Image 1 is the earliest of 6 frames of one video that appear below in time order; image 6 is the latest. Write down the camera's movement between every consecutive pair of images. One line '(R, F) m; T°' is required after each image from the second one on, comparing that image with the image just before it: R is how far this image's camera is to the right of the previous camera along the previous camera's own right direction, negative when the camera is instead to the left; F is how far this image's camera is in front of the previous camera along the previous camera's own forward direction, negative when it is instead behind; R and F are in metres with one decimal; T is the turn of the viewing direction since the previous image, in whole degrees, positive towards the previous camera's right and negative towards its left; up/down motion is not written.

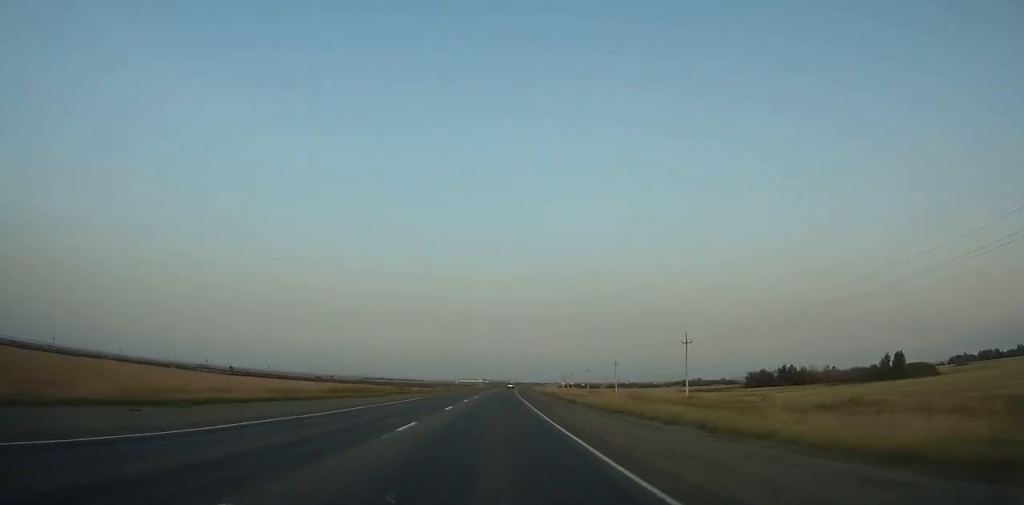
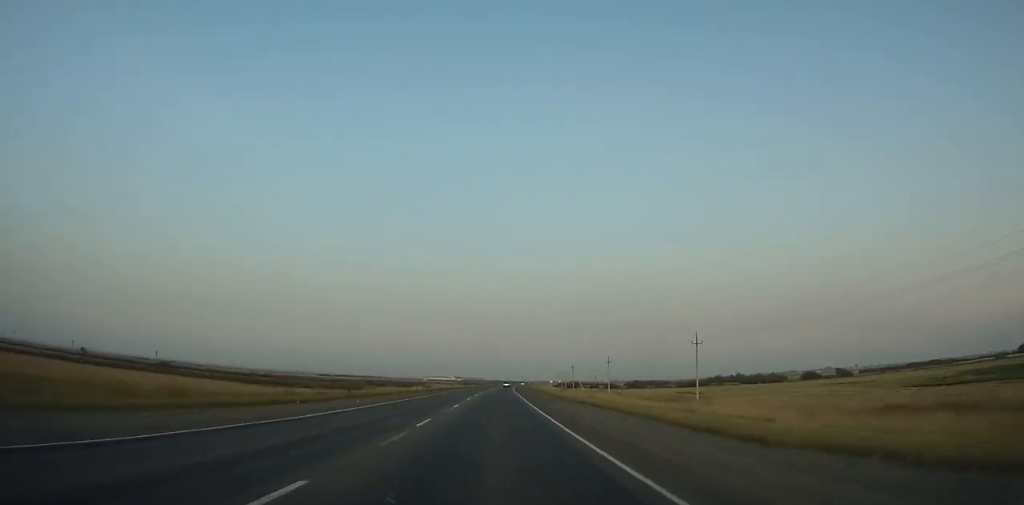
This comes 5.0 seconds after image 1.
(+2.2, +134.3) m; +2°
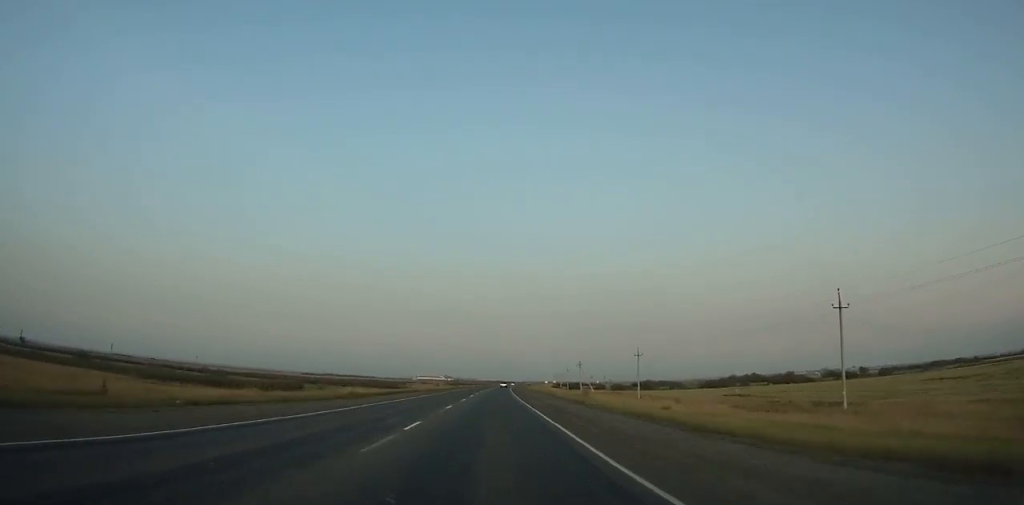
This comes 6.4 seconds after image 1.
(0.0, +37.4) m; +1°
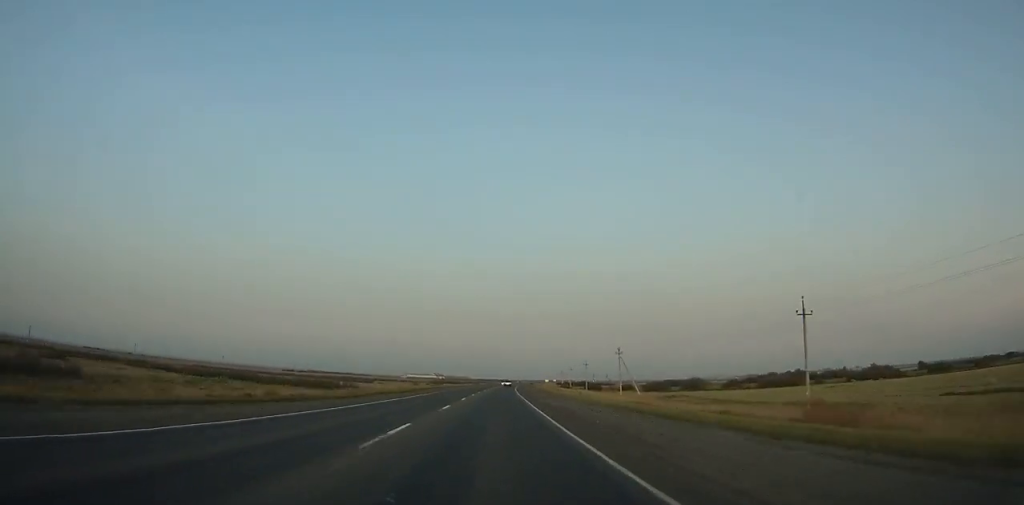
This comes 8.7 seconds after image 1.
(+0.9, +61.1) m; +1°
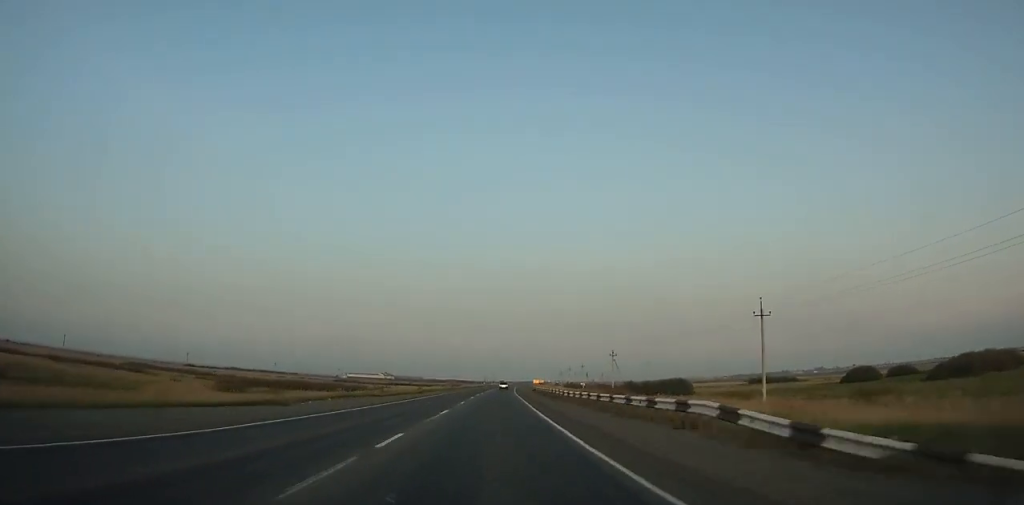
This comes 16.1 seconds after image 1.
(+5.2, +196.3) m; +3°
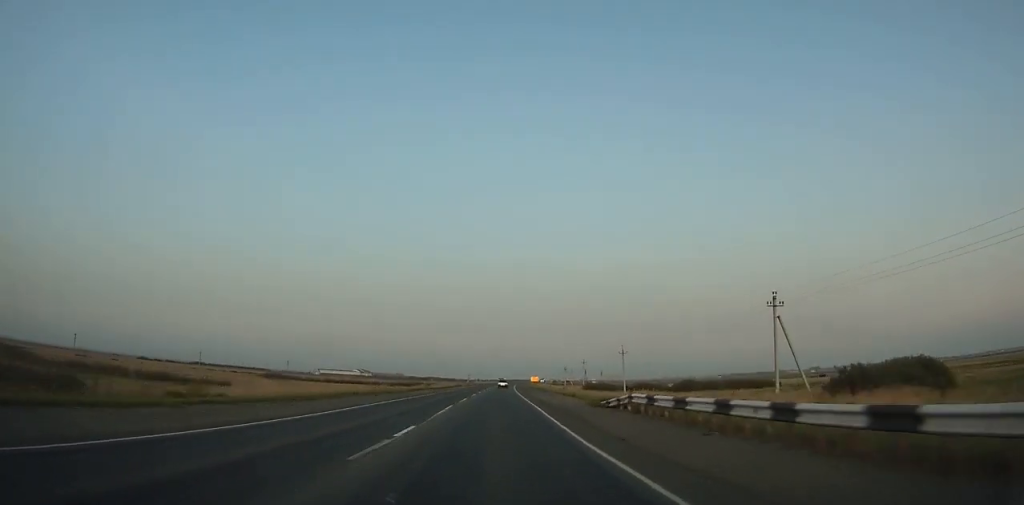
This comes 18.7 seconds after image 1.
(+0.4, +68.6) m; +1°
